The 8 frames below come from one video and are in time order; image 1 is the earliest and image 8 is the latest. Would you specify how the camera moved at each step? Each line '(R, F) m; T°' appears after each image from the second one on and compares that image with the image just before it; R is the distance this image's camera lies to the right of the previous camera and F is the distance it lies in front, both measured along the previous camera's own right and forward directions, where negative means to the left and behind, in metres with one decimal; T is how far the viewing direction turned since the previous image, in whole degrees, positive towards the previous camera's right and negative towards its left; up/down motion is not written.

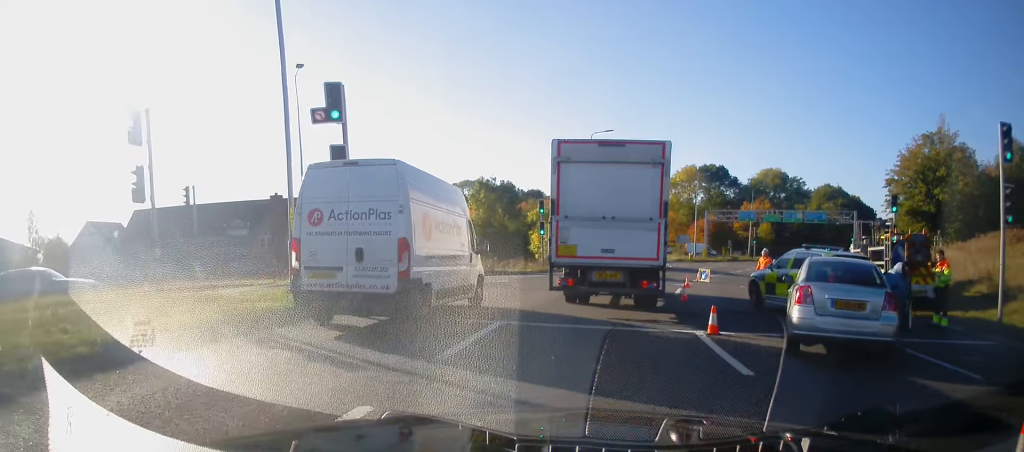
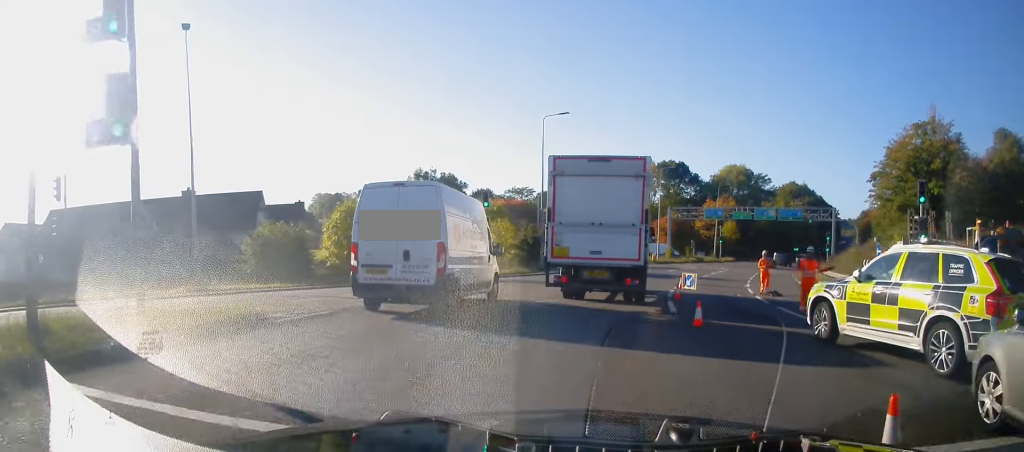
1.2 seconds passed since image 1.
(+0.3, +6.4) m; +5°
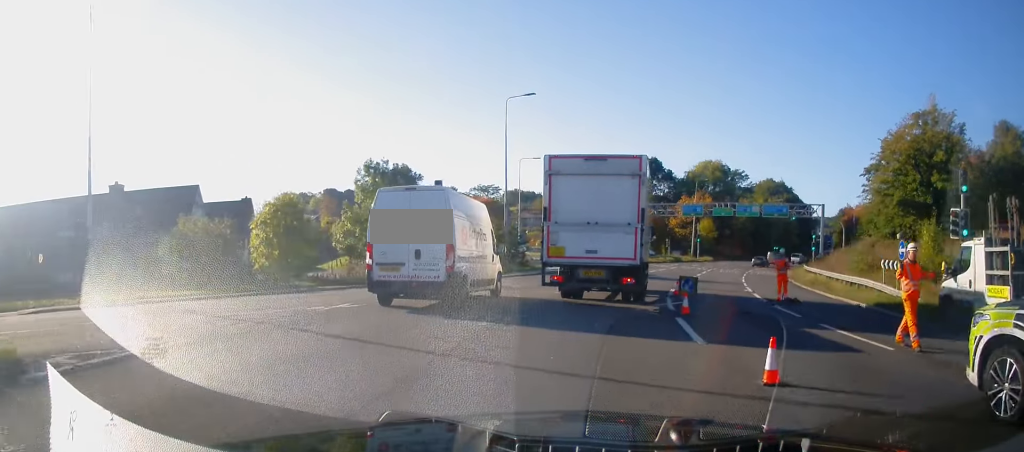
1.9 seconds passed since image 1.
(+0.1, +5.5) m; +2°
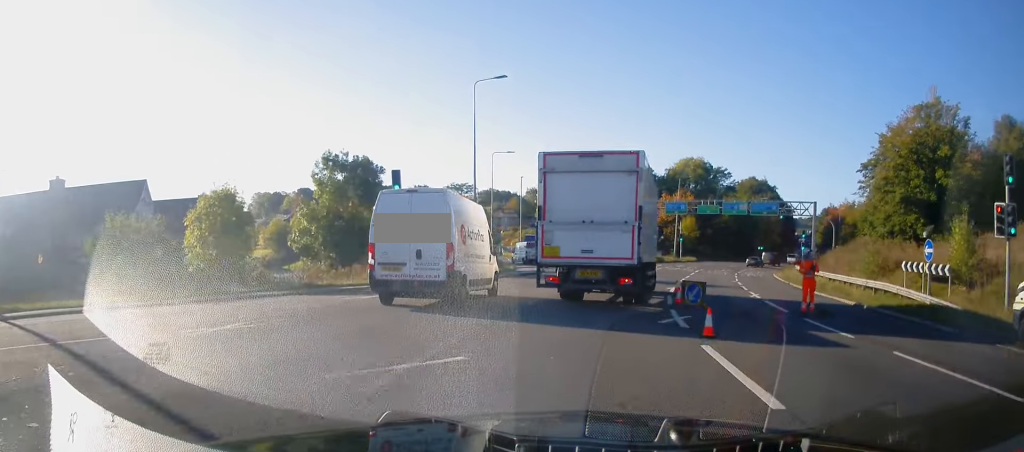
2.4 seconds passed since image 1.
(+0.1, +3.9) m; +2°
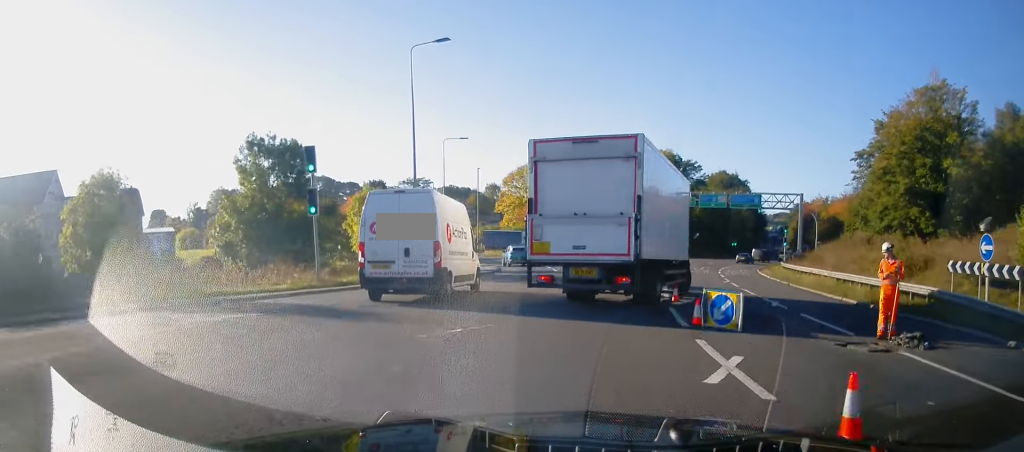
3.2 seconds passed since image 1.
(0.0, +5.8) m; +4°
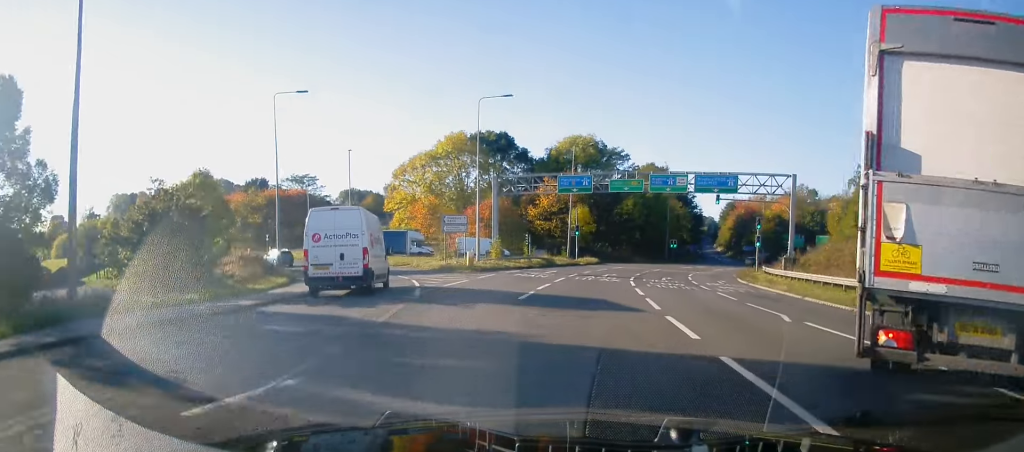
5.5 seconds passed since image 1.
(+1.6, +19.7) m; +8°
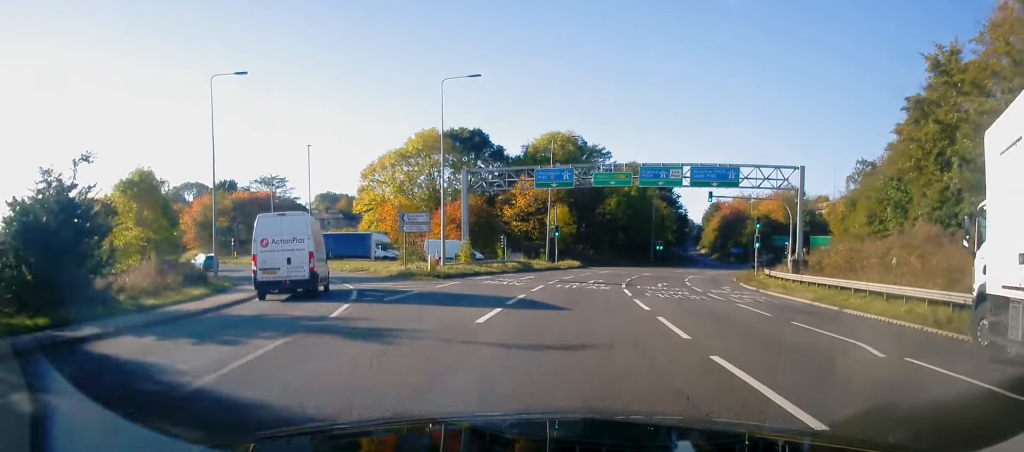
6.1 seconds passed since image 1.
(0.0, +5.5) m; +3°
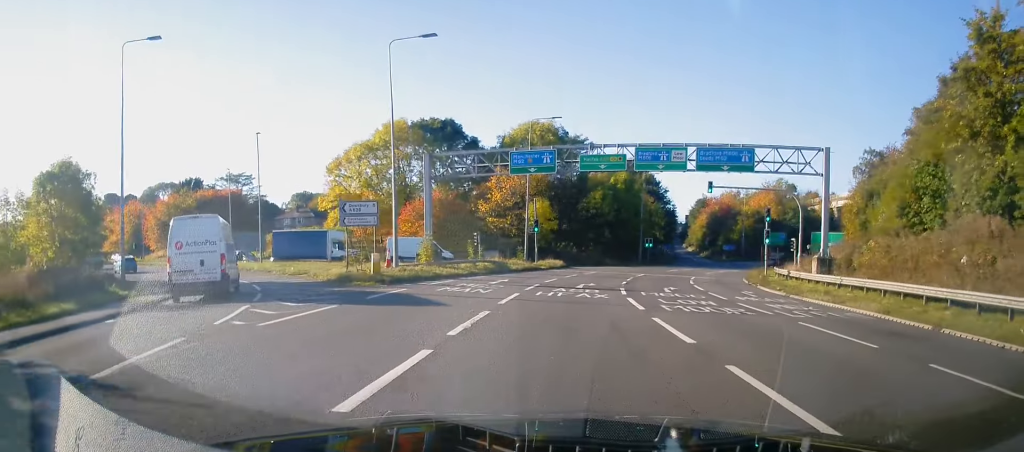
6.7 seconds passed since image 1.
(+0.3, +7.4) m; +1°
